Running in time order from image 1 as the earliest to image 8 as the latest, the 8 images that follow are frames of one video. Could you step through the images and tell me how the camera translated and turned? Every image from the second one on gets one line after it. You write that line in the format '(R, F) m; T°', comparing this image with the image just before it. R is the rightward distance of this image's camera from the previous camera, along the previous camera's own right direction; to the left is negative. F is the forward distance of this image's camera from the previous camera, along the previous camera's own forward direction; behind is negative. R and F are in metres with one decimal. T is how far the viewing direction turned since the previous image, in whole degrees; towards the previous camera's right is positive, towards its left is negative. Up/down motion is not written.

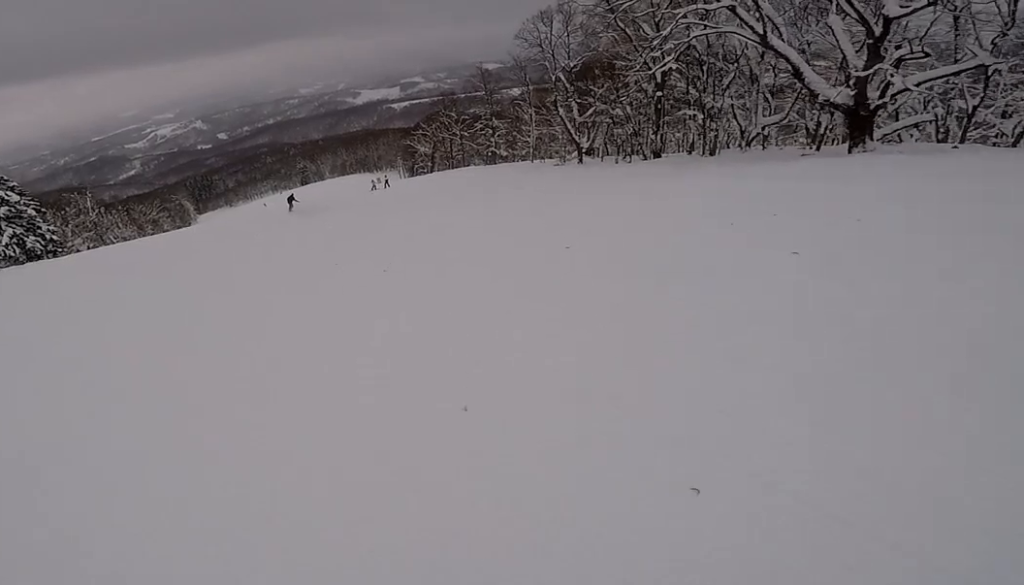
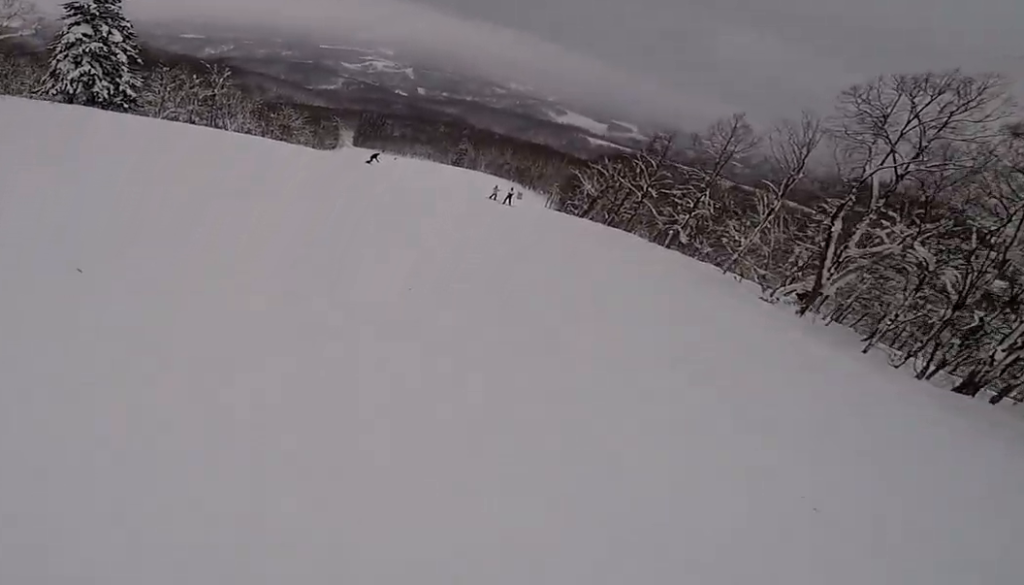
(+0.7, +16.1) m; -10°
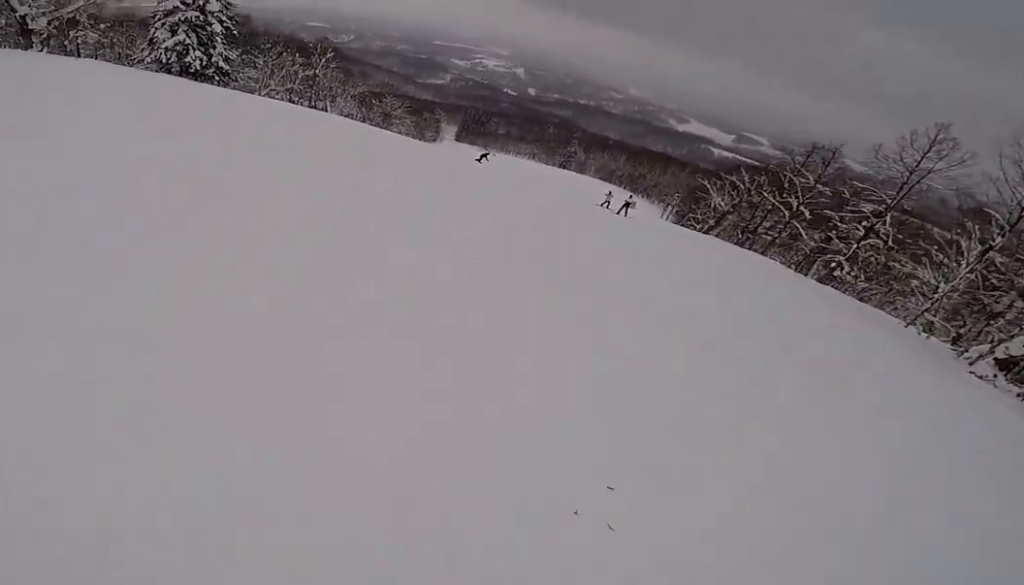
(-0.2, +6.0) m; -9°
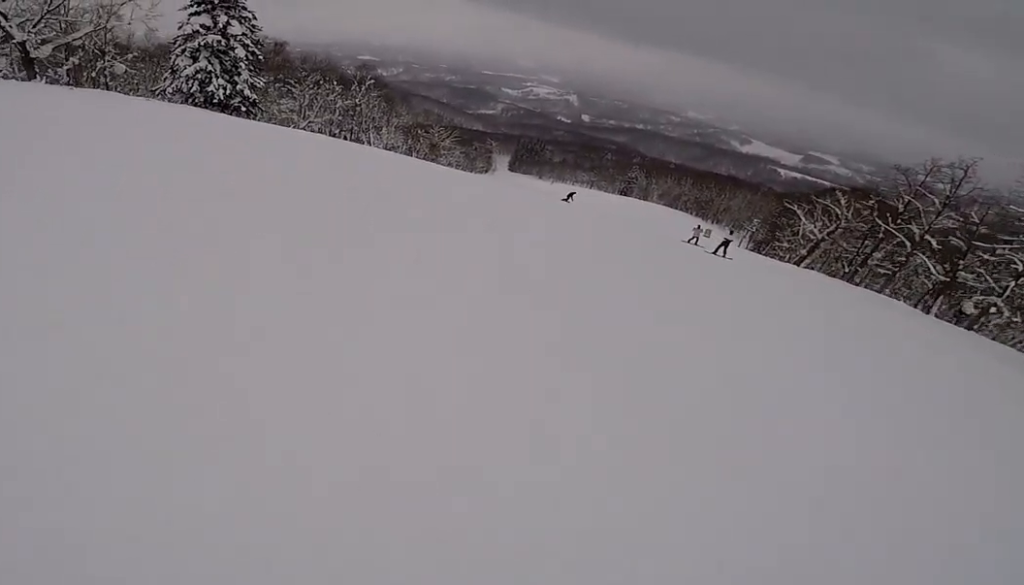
(-0.9, +5.8) m; -5°
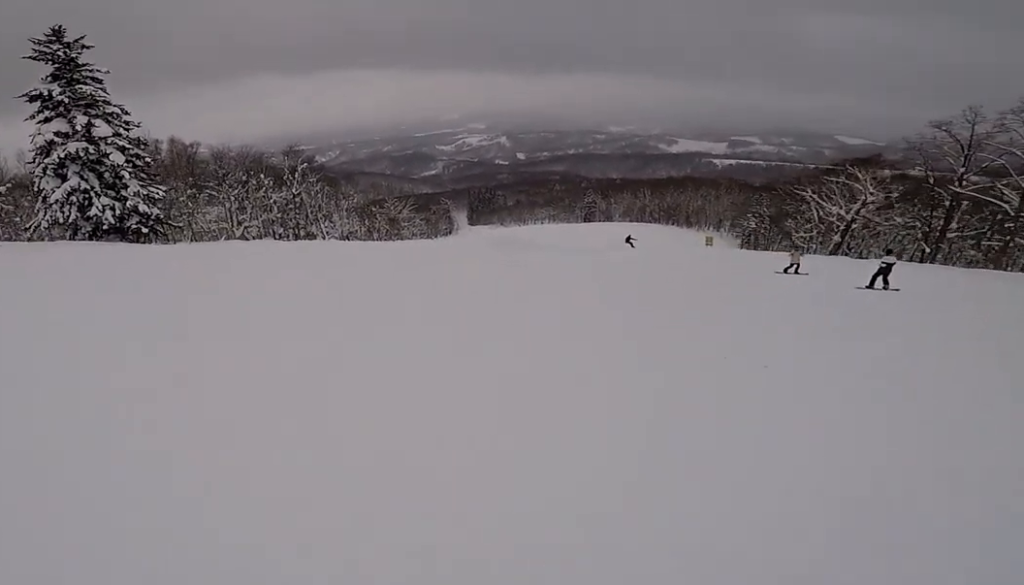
(-0.7, +10.8) m; +2°
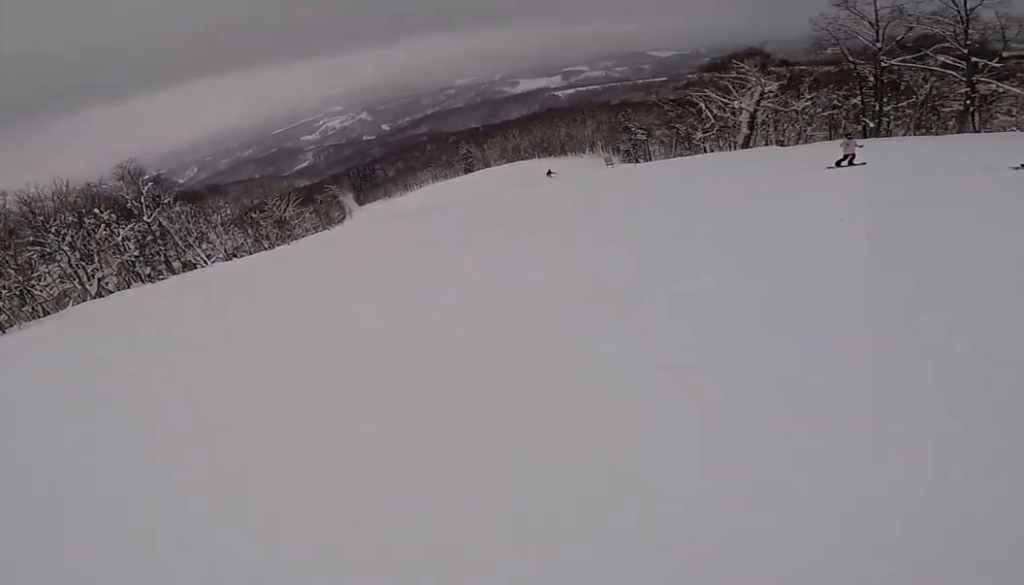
(+0.5, +9.0) m; +11°
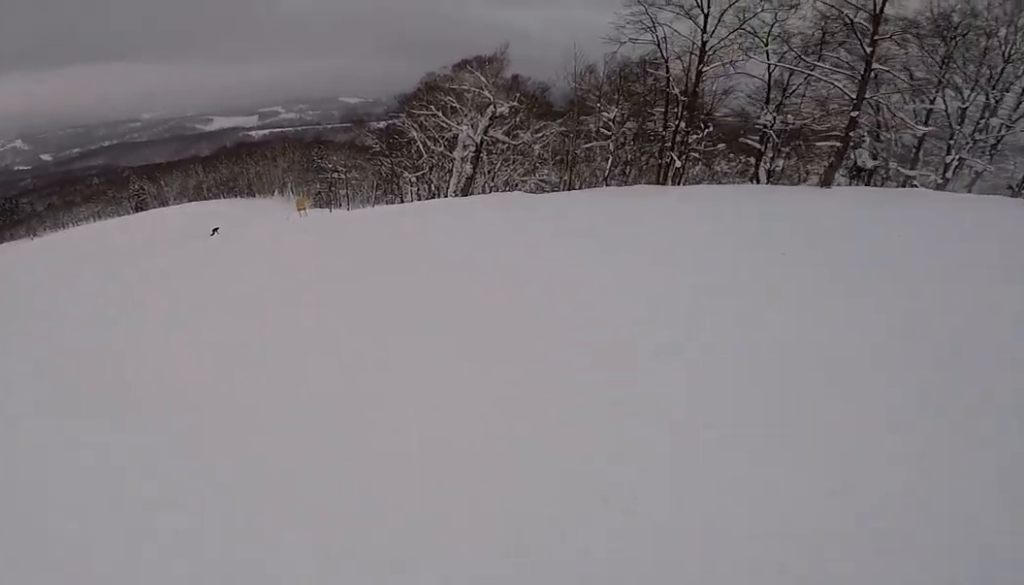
(+6.7, +20.8) m; +24°
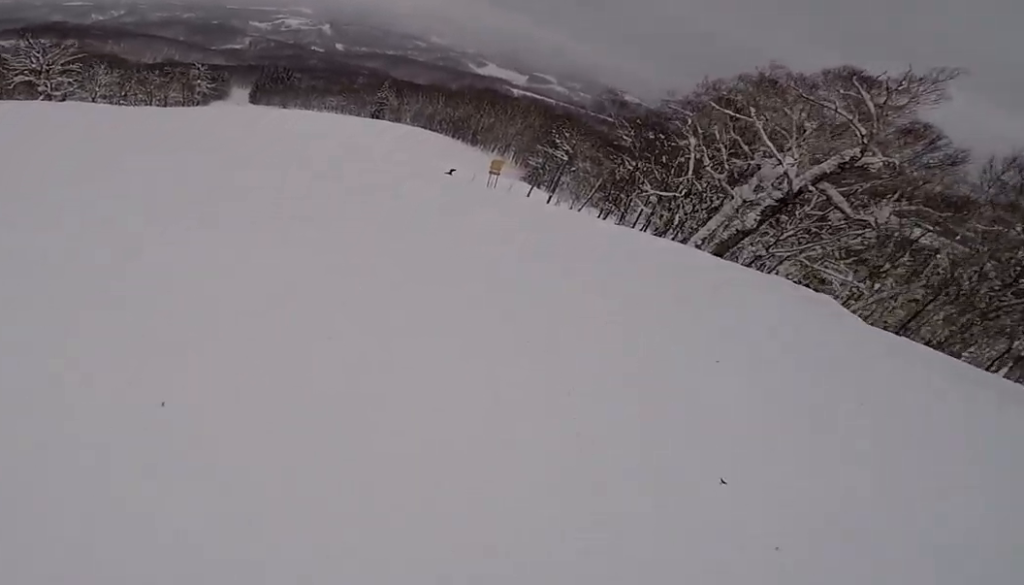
(-1.2, +12.0) m; -20°
